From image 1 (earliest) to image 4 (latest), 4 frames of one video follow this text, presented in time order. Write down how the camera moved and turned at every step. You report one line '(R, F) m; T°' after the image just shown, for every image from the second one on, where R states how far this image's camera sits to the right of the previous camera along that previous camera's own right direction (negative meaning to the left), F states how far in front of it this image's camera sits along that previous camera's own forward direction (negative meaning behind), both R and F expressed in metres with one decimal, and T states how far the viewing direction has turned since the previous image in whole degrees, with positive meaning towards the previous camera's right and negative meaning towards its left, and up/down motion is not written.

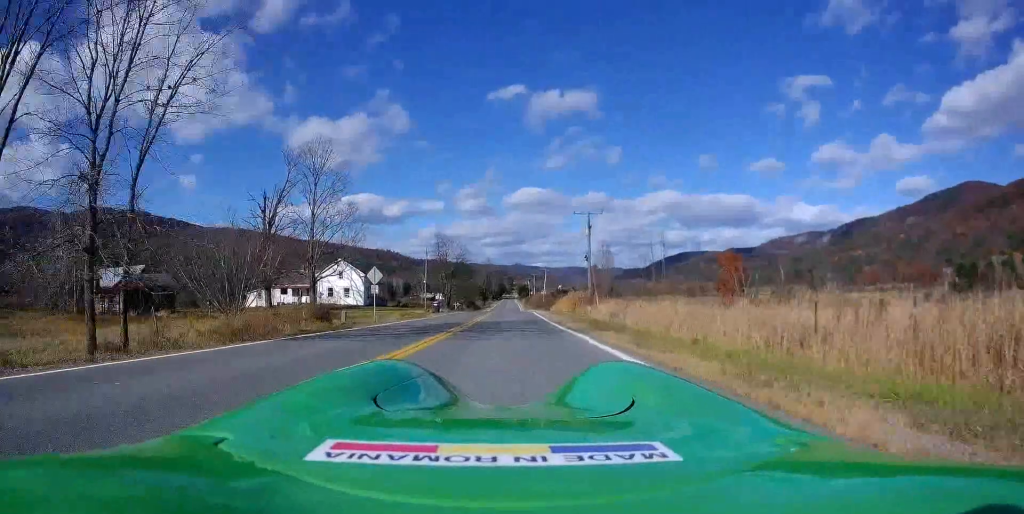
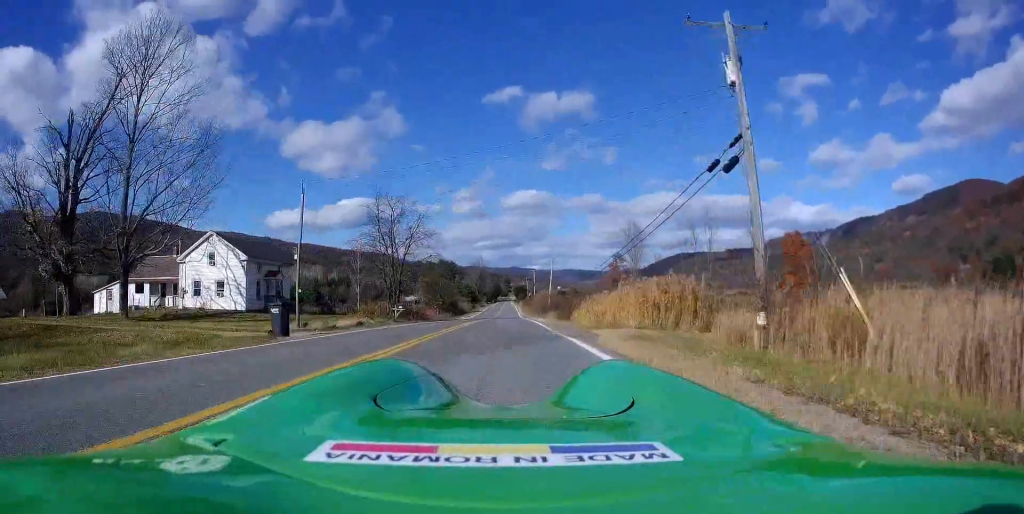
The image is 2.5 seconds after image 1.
(-0.3, +34.9) m; 0°
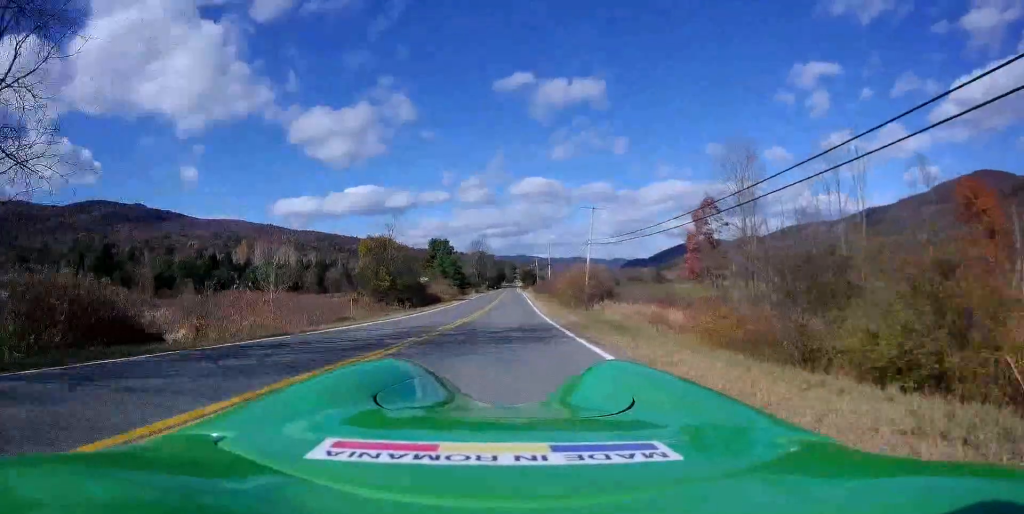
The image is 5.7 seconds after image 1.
(-0.5, +45.1) m; -1°
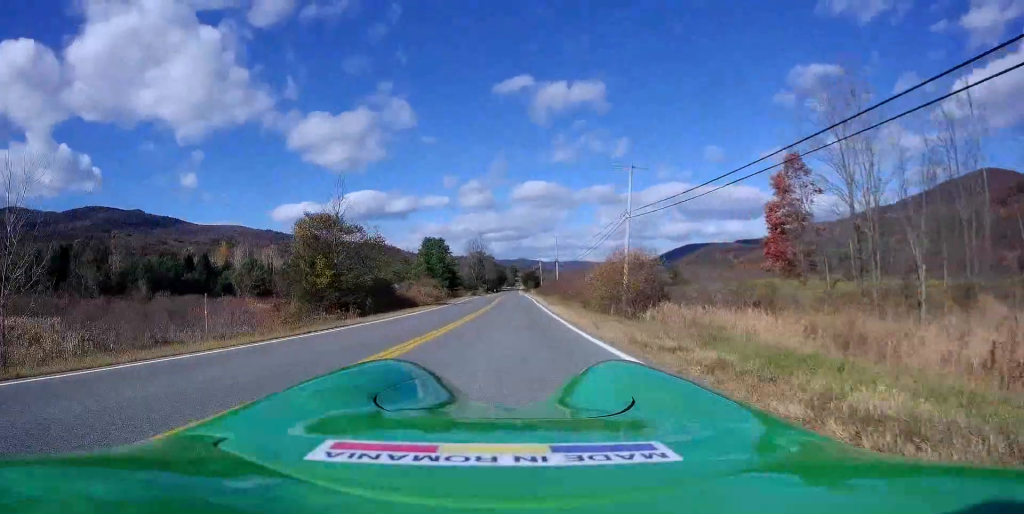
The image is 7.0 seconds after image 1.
(-0.5, +18.4) m; -1°
